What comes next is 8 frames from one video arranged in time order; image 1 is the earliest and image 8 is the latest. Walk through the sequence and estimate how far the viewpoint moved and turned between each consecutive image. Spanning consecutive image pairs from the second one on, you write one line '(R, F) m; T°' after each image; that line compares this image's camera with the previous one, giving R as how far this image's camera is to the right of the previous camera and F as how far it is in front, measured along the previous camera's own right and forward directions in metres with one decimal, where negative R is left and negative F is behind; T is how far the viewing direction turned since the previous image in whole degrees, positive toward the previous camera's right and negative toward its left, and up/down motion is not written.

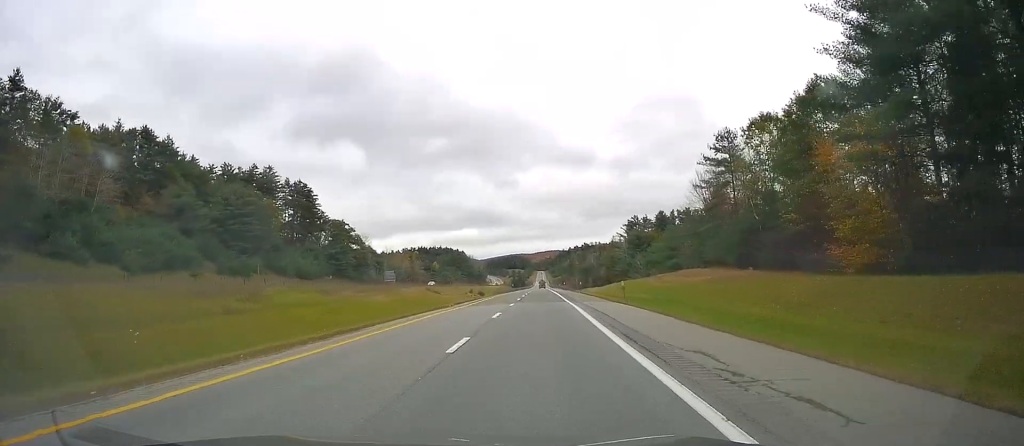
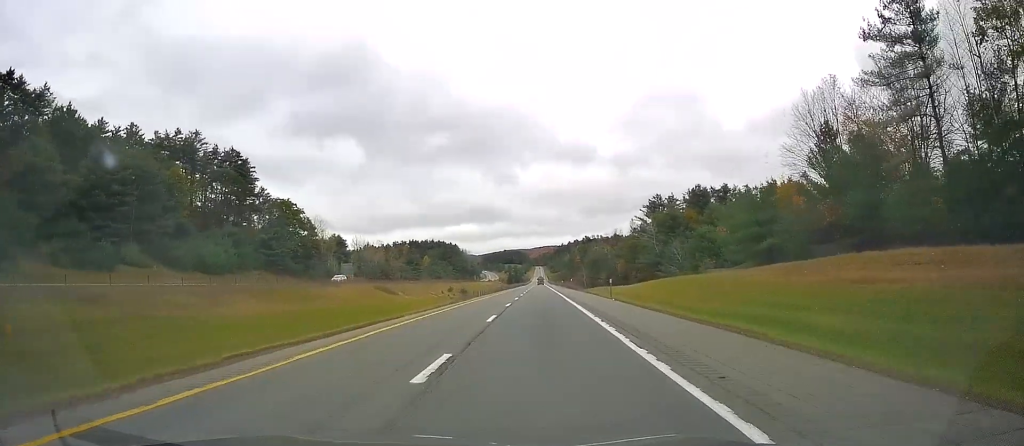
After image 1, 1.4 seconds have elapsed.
(+0.2, +40.2) m; +1°
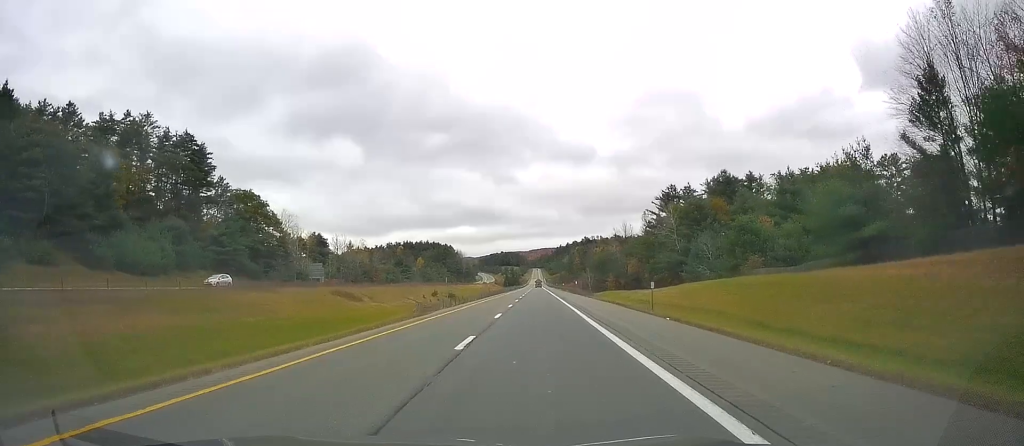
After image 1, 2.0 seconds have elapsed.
(+0.1, +19.3) m; 0°
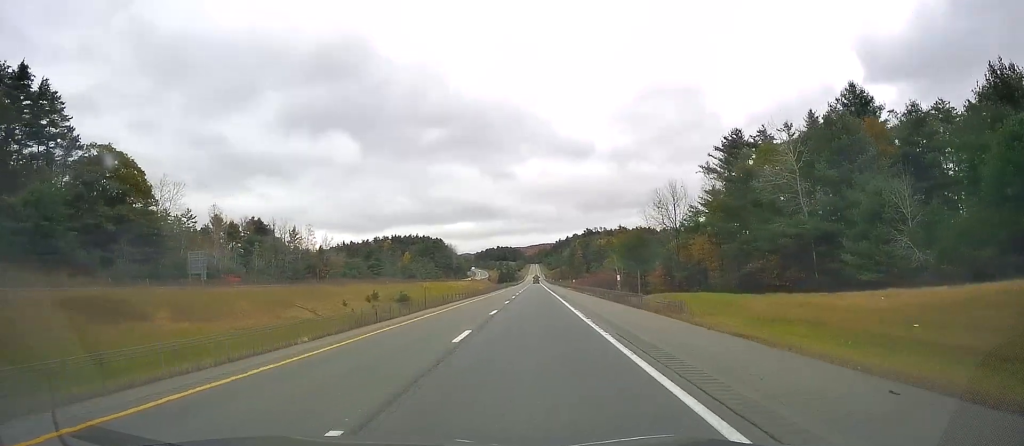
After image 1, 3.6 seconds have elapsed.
(-0.4, +48.0) m; 0°
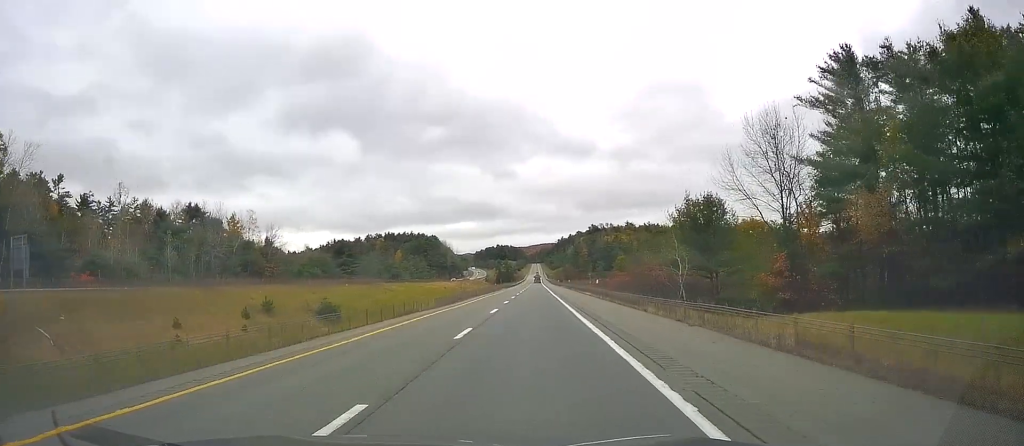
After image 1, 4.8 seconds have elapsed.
(+0.6, +35.8) m; +1°
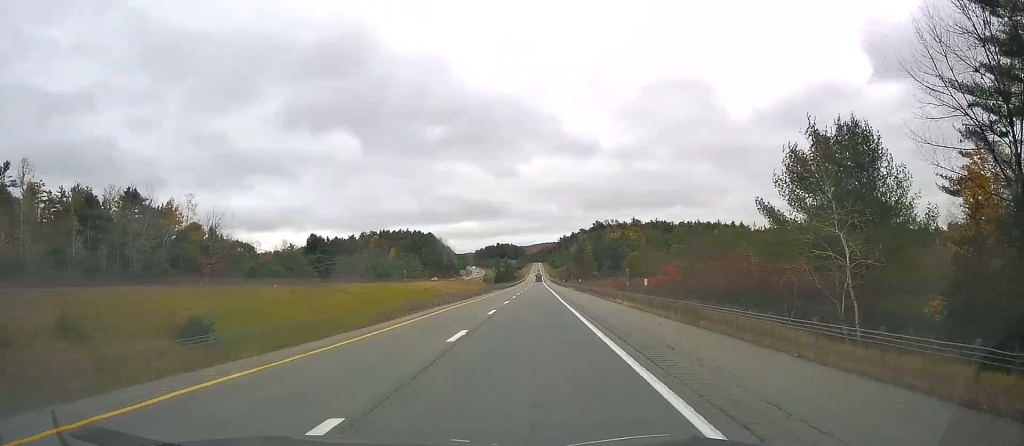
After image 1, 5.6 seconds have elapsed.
(+0.1, +25.5) m; 0°
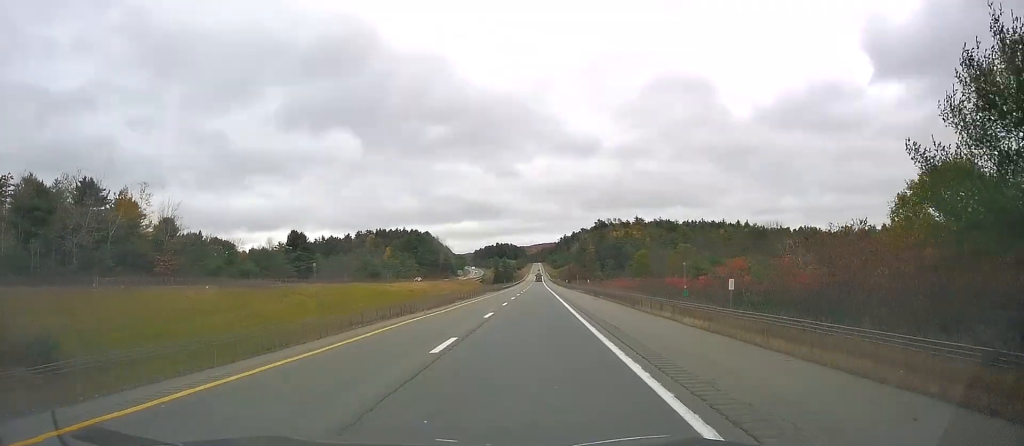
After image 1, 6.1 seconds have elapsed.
(-0.1, +14.4) m; 0°
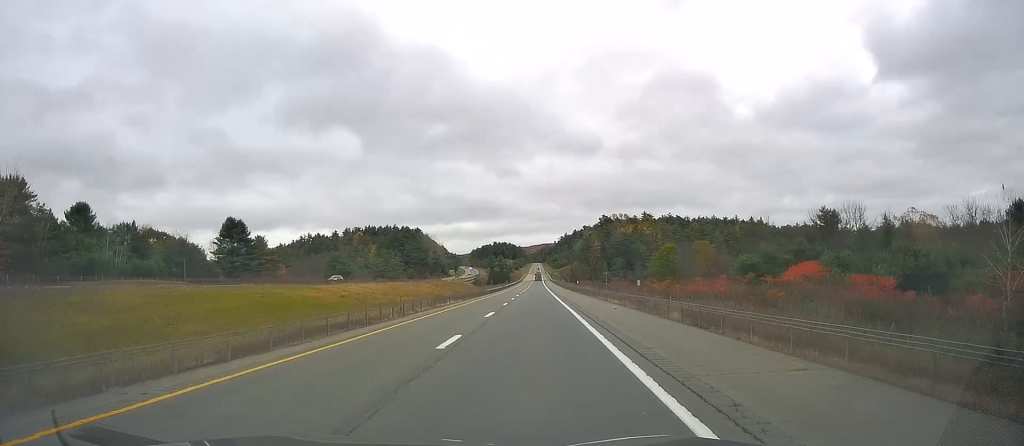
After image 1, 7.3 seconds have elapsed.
(-0.1, +35.5) m; 0°
